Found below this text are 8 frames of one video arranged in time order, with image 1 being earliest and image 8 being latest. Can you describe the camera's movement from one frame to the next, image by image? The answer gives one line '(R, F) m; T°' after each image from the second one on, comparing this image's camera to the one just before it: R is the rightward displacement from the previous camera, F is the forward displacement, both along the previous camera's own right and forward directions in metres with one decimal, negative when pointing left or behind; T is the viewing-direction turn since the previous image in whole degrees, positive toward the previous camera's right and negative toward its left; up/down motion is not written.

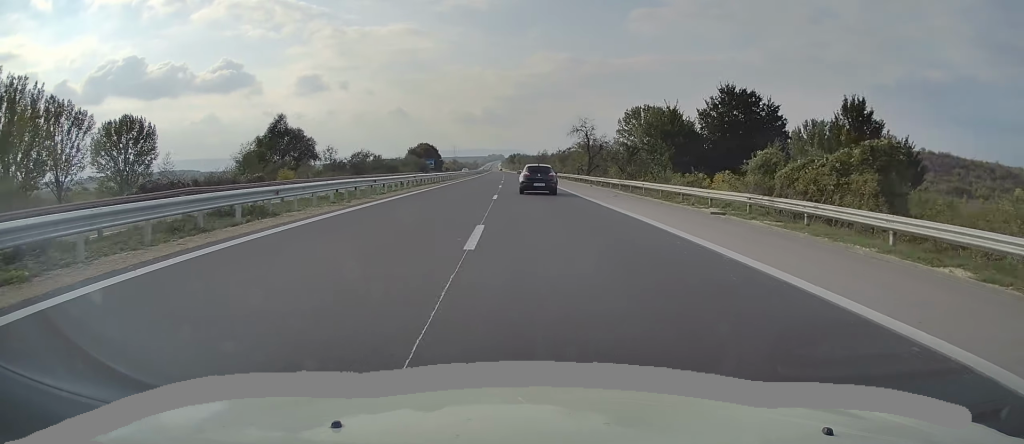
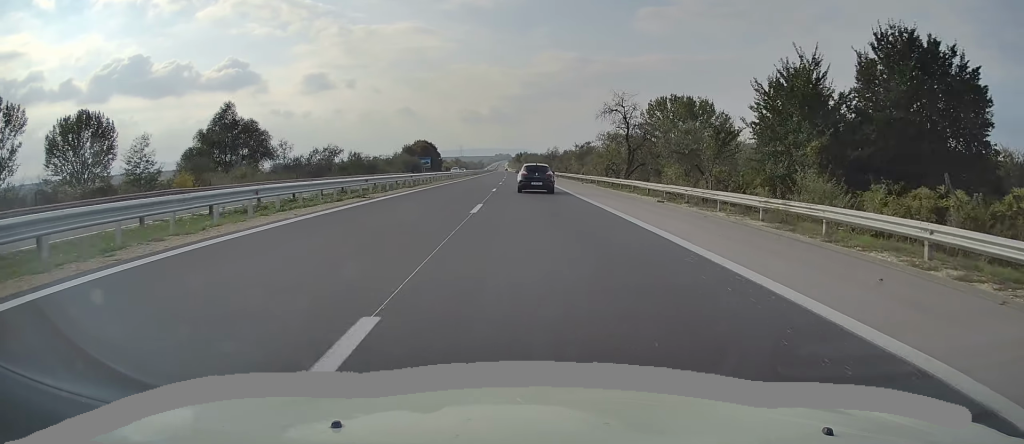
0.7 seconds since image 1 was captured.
(0.0, +24.3) m; -1°
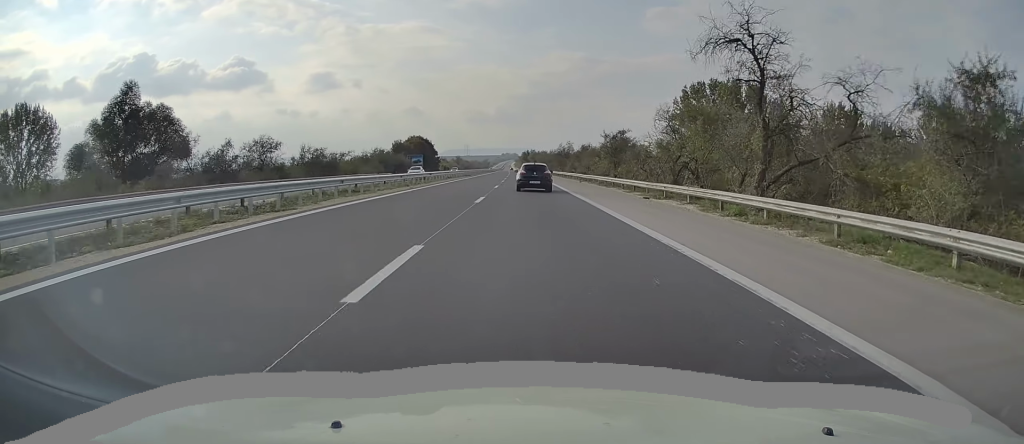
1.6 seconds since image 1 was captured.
(-0.1, +27.4) m; -1°
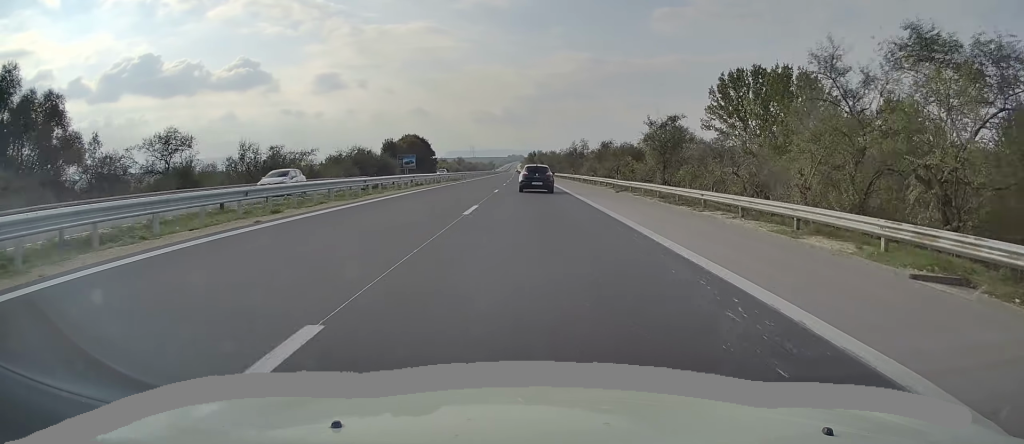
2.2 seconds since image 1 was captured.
(-0.2, +20.8) m; -1°
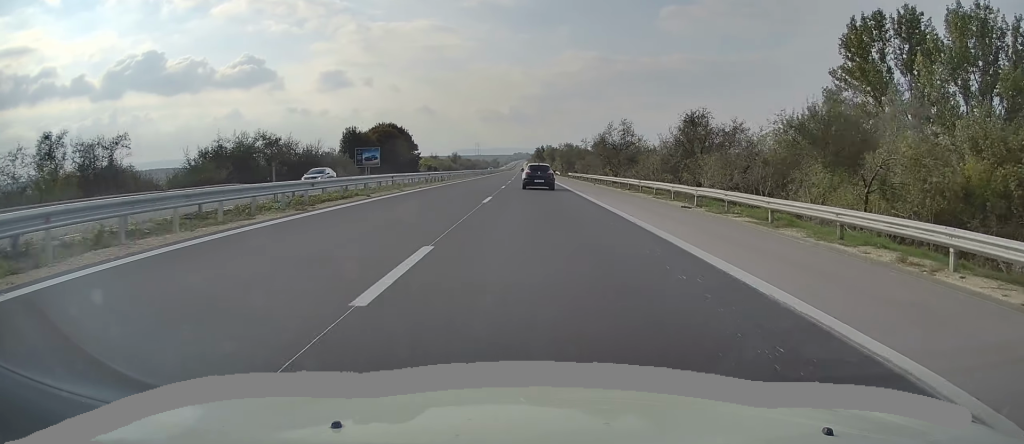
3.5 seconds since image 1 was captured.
(-0.3, +43.2) m; -1°
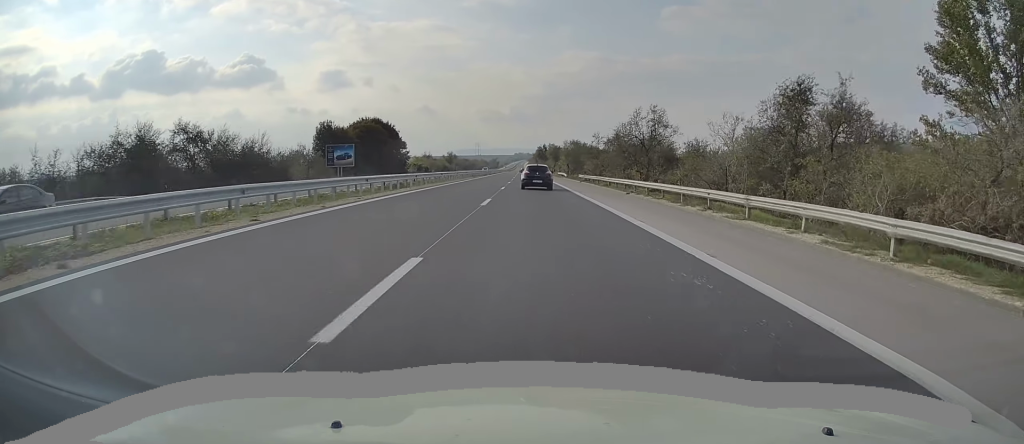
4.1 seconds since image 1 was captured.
(-0.3, +17.1) m; 0°
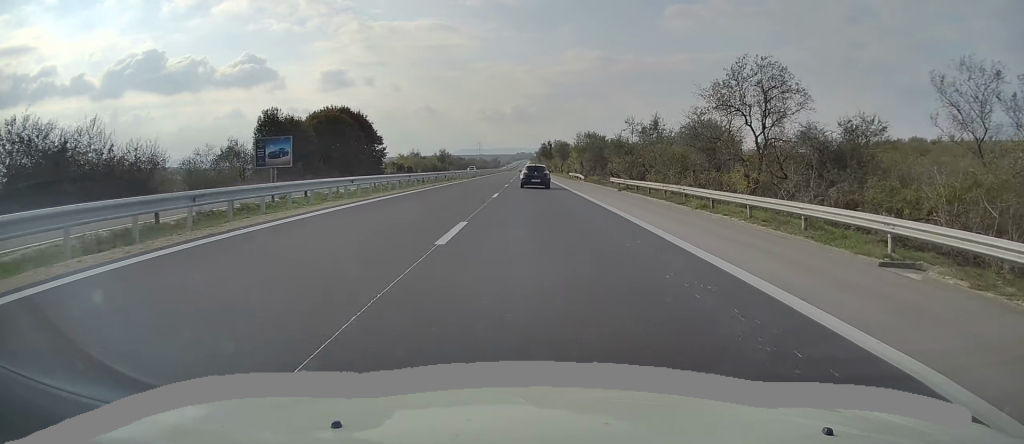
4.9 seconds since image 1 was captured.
(+0.2, +26.4) m; 0°
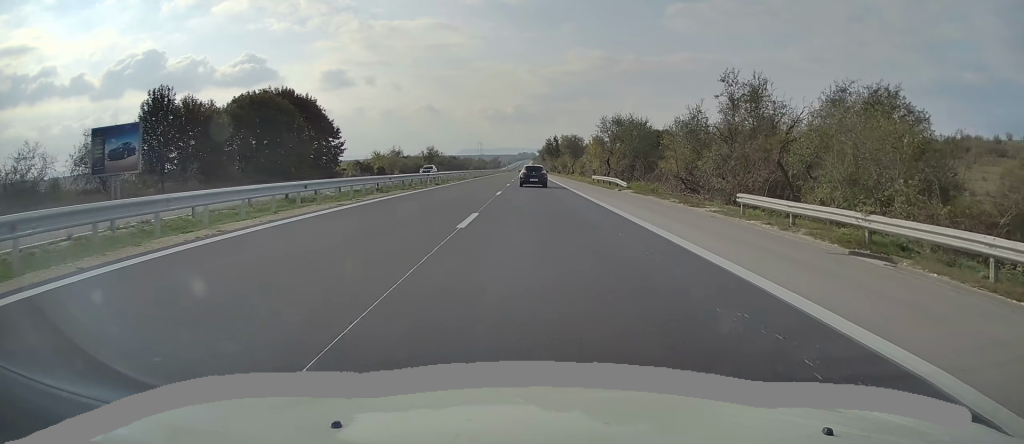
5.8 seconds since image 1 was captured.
(-0.2, +29.2) m; 0°
